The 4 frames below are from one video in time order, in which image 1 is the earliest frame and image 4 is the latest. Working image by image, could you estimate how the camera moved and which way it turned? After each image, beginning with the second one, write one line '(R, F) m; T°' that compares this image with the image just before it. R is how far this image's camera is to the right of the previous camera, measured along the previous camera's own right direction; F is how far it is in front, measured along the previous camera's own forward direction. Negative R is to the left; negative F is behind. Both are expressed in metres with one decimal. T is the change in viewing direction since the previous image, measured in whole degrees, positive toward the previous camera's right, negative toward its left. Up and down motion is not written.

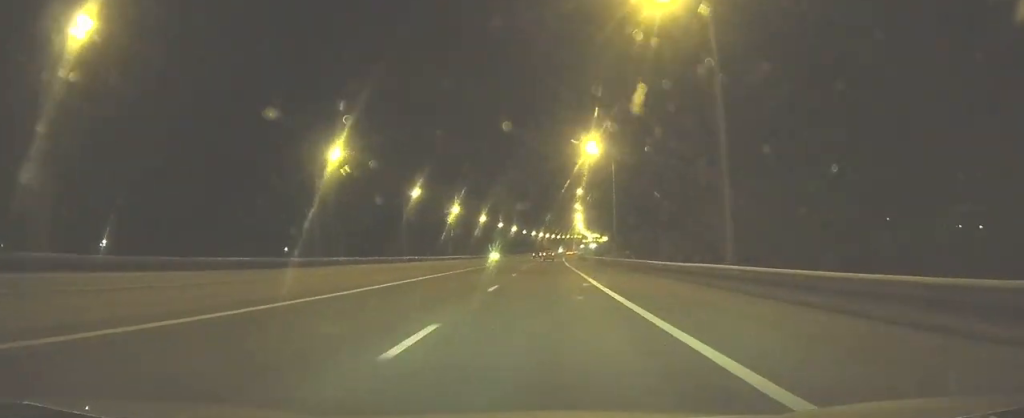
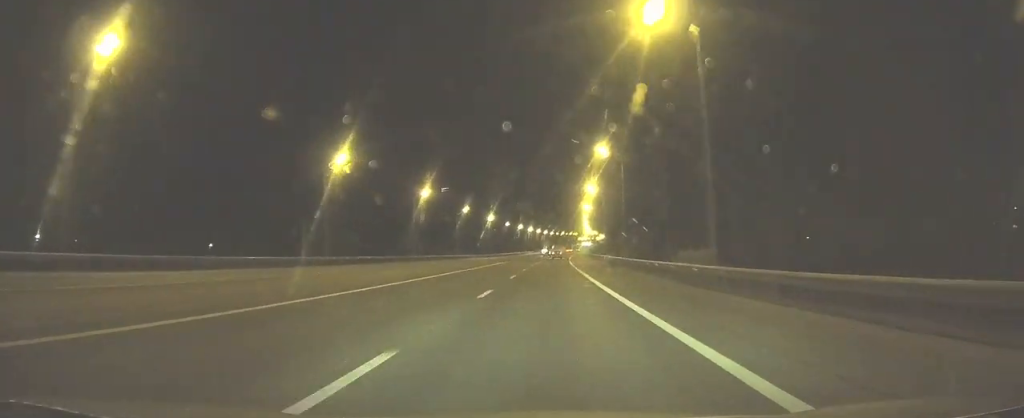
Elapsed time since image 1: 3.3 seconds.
(+0.9, +75.2) m; +1°
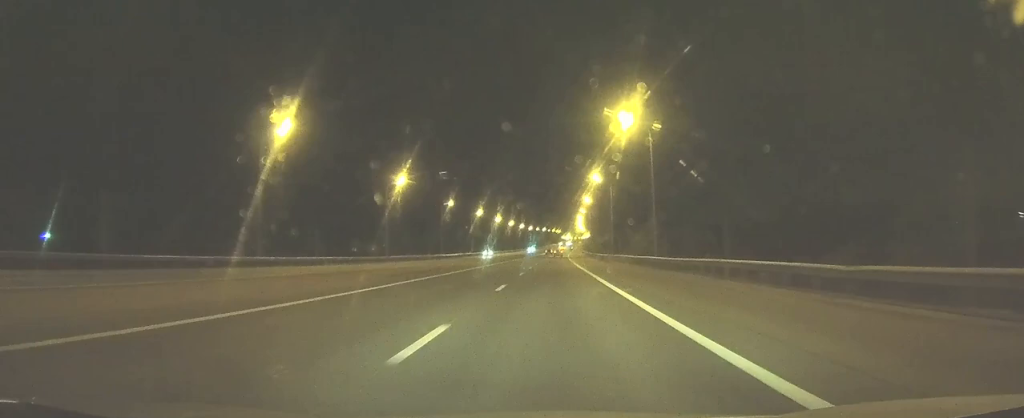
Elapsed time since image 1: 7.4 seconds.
(+1.0, +93.9) m; +1°
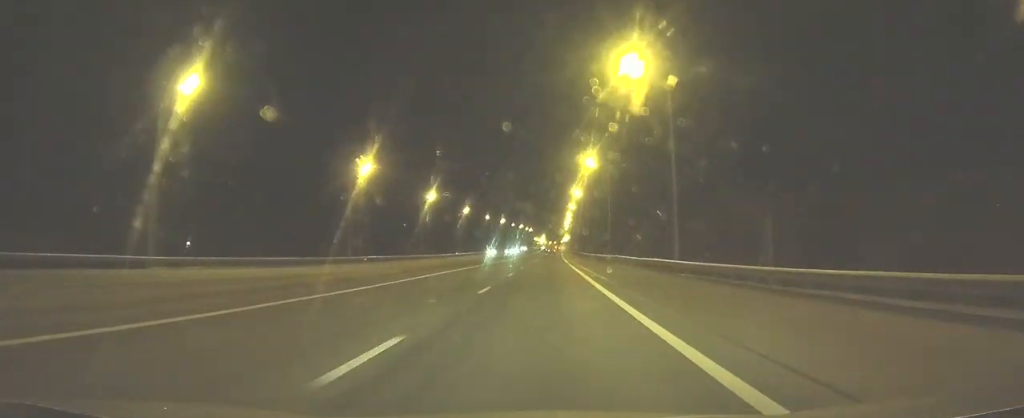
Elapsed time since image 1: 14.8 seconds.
(+3.6, +169.2) m; +2°
